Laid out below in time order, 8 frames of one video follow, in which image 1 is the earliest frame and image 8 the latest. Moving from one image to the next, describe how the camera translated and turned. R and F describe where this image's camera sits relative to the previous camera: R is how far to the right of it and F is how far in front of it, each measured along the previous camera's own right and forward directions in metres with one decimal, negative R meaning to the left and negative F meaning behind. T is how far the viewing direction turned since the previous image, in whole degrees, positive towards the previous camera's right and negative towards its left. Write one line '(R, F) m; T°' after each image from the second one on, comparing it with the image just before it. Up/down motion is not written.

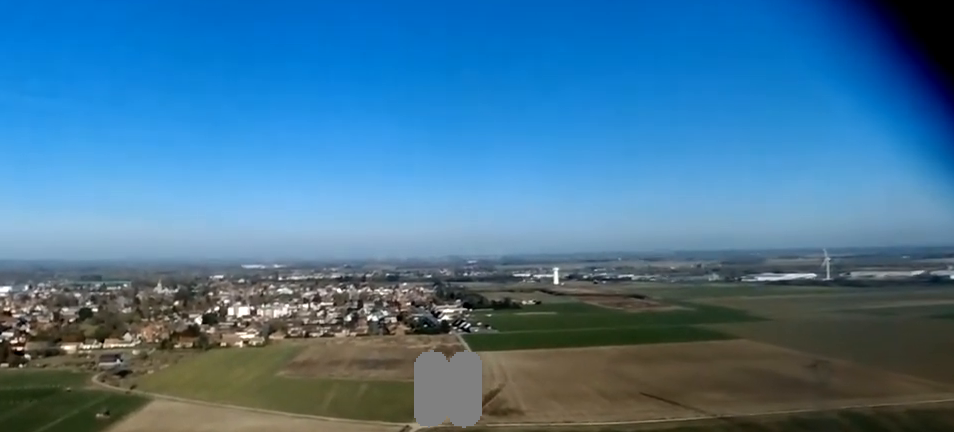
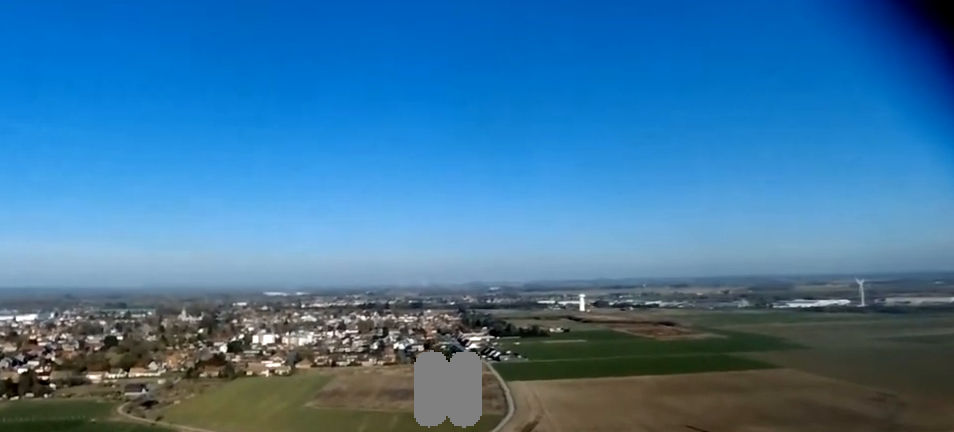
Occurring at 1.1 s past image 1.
(+0.4, +15.4) m; +2°
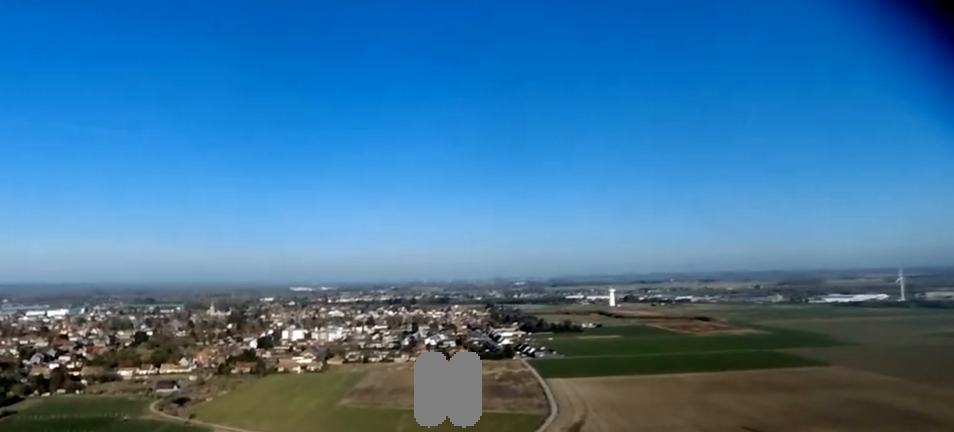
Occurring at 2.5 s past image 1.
(-0.2, +19.5) m; -6°
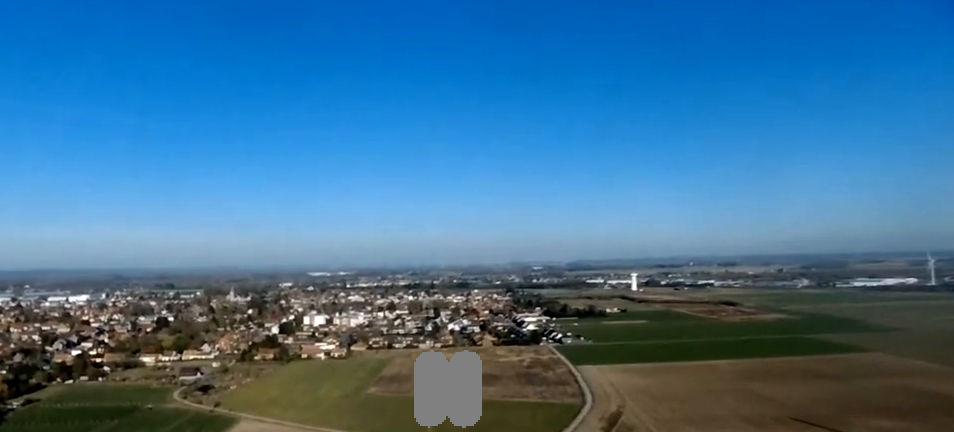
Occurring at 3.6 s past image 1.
(-0.9, +17.1) m; -1°
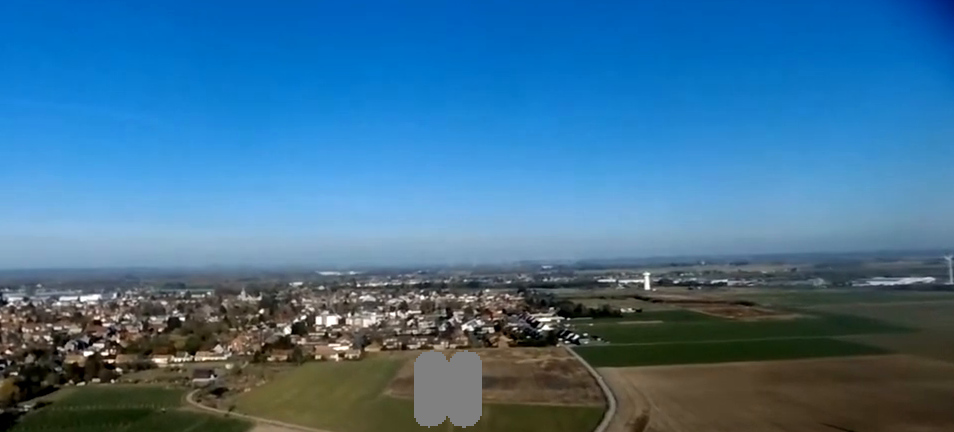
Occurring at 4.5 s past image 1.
(+0.6, +13.9) m; +3°
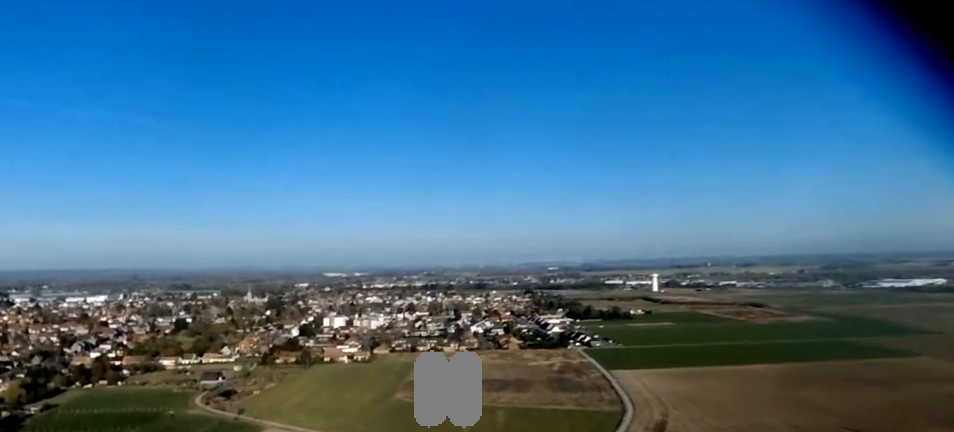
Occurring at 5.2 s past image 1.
(+0.2, +8.6) m; 0°
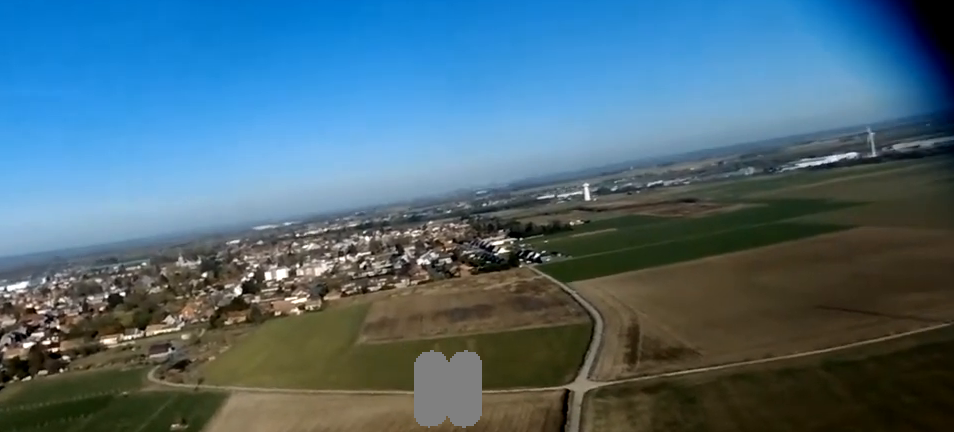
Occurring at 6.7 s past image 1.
(+0.2, +21.4) m; +7°
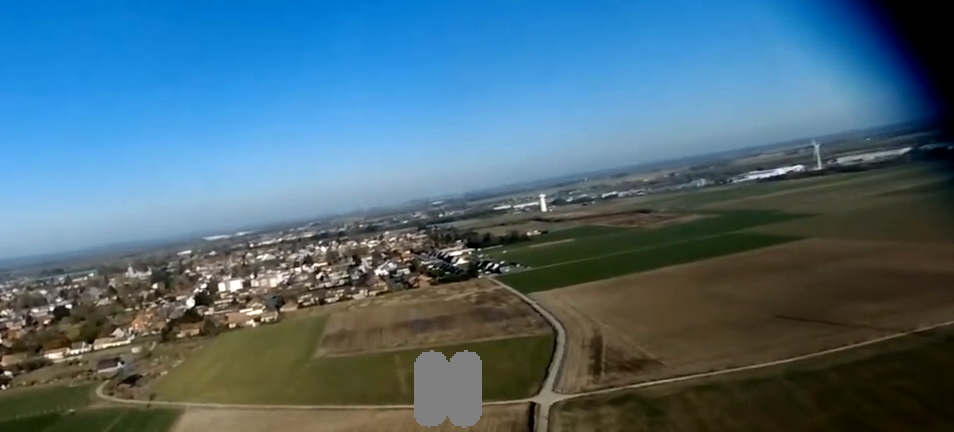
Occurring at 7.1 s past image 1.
(+0.6, +6.0) m; +3°
